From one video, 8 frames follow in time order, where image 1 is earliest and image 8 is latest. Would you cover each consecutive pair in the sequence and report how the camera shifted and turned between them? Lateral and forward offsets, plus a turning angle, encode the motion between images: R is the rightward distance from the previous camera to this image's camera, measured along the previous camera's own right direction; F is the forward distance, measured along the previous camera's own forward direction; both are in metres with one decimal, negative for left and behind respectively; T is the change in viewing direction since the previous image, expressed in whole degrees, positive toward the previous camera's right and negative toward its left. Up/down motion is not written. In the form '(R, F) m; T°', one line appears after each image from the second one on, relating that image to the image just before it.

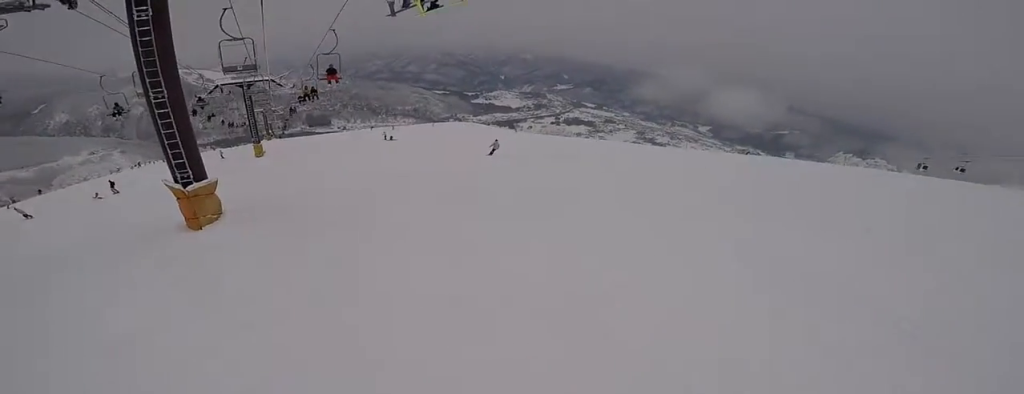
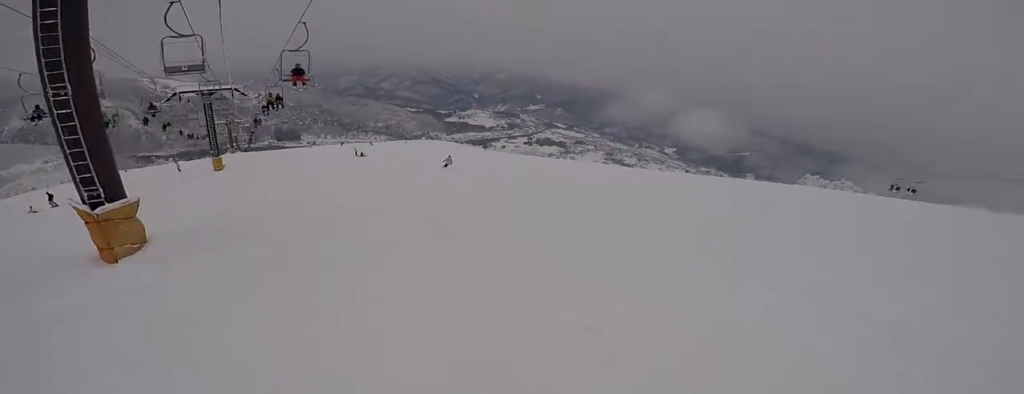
(+0.3, +2.5) m; +11°
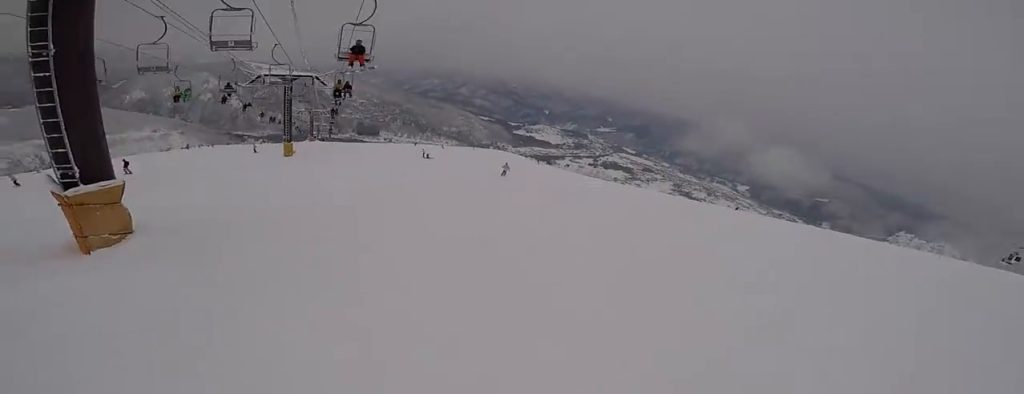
(+0.8, +2.8) m; -12°
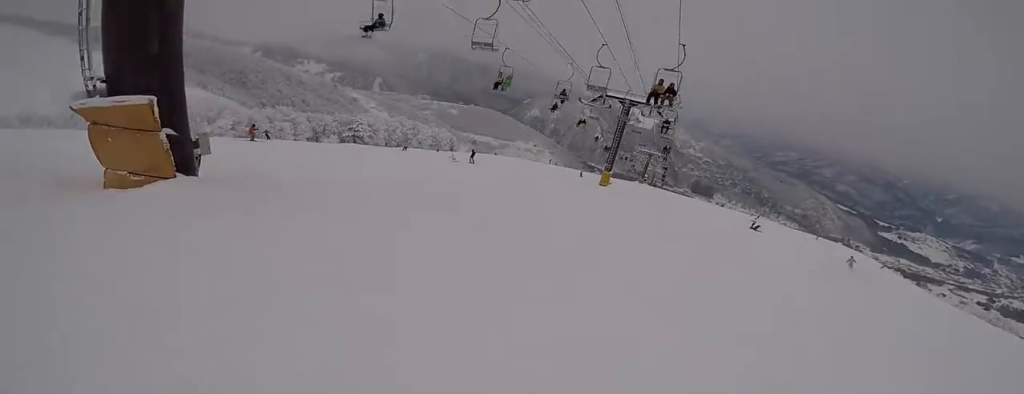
(-2.7, +6.0) m; -30°
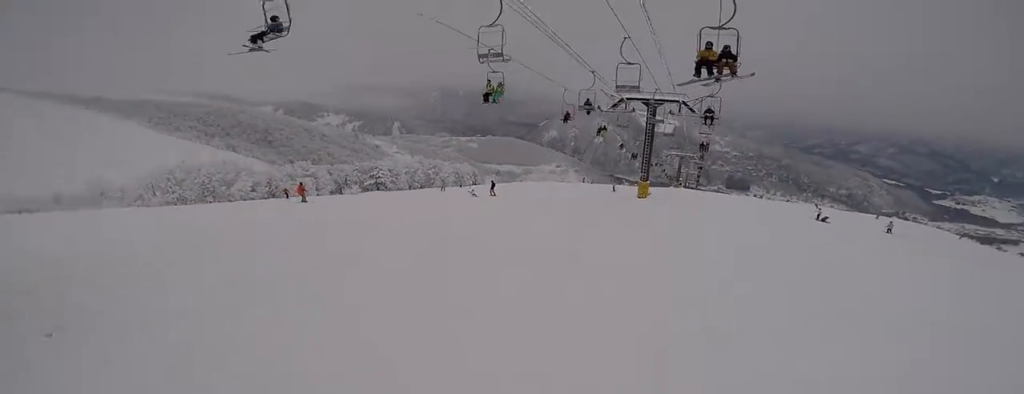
(+0.5, +4.4) m; 0°
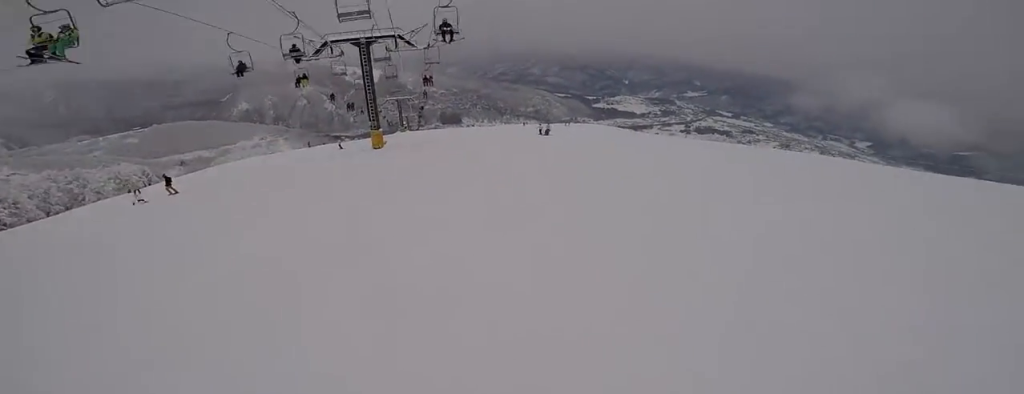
(-0.4, +5.2) m; +20°
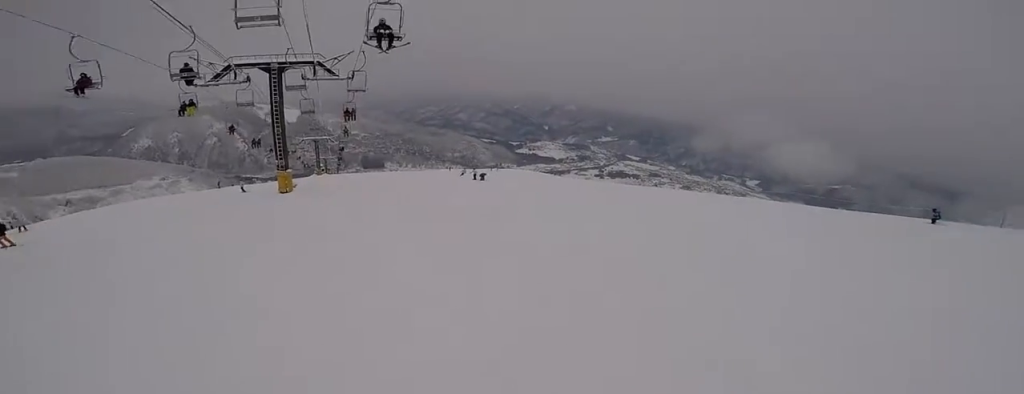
(+1.1, +3.1) m; +14°
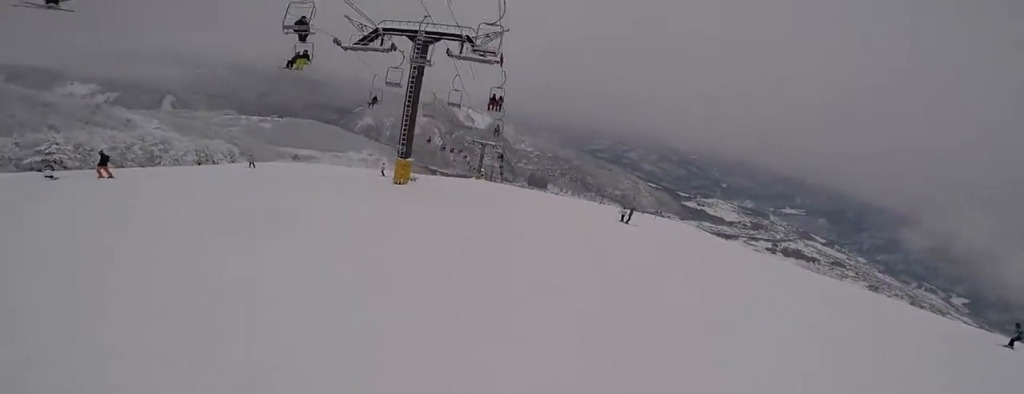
(+0.7, +7.3) m; -27°
